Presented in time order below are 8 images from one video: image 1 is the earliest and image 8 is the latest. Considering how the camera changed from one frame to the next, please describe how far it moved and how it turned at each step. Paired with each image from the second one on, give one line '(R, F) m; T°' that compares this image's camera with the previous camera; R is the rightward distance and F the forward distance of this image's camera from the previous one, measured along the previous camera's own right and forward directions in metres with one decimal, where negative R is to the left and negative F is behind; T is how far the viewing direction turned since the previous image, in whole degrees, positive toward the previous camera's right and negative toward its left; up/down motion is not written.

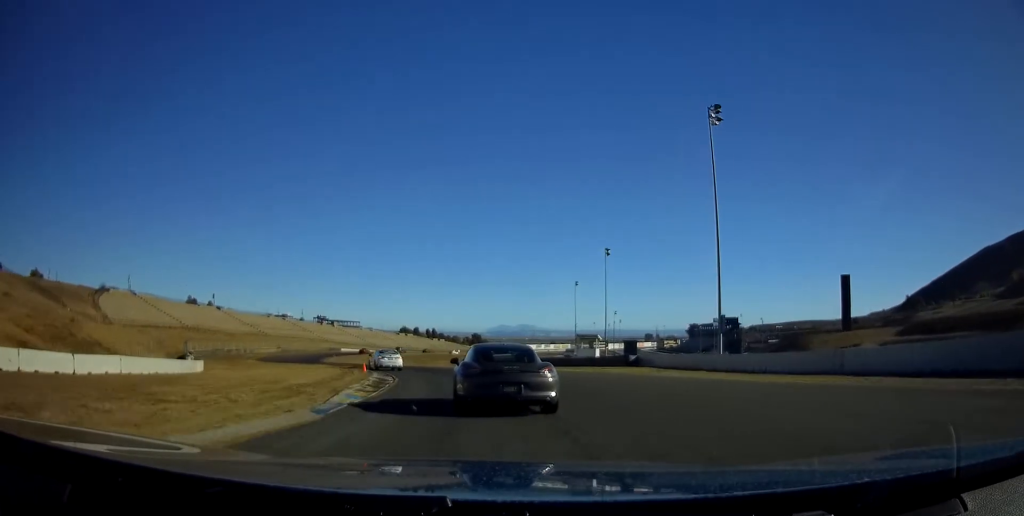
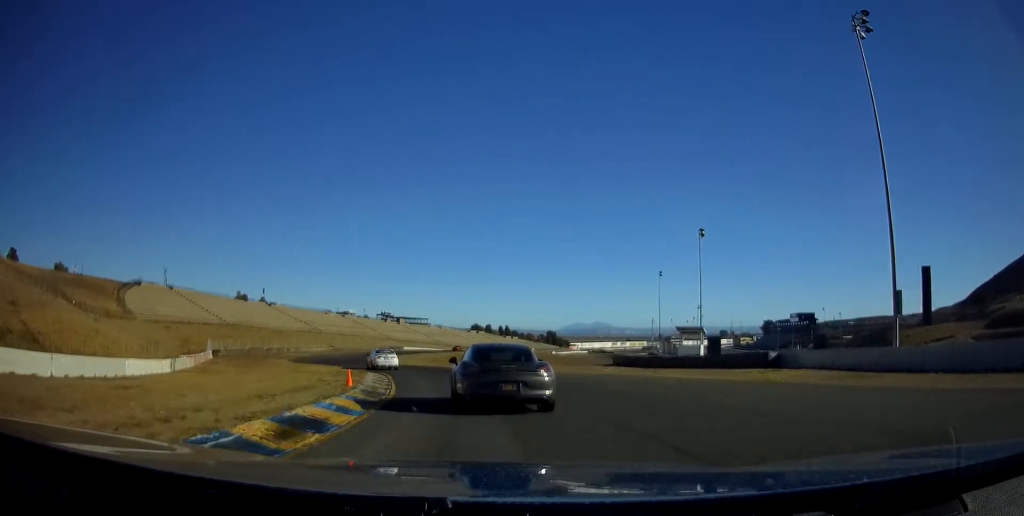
(-0.6, +16.6) m; -6°
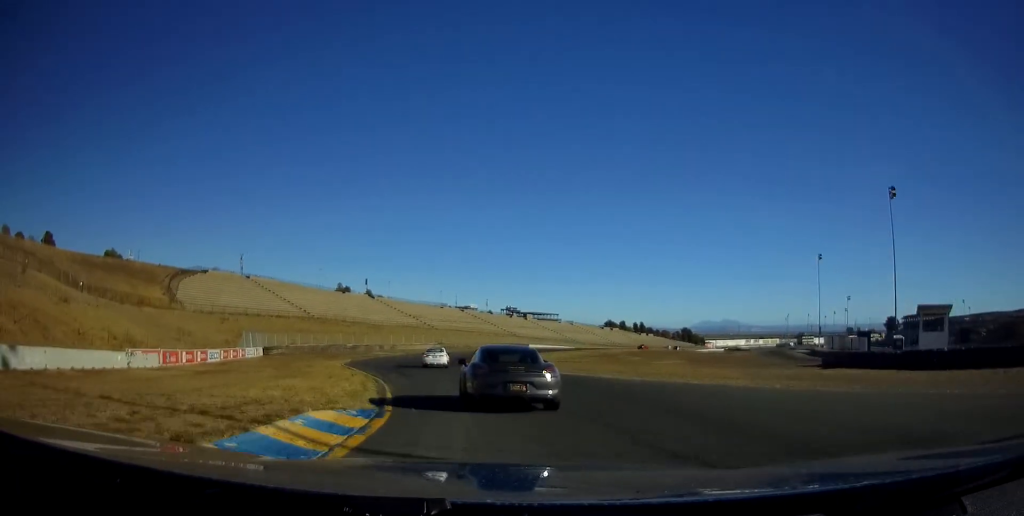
(-3.0, +25.2) m; -13°
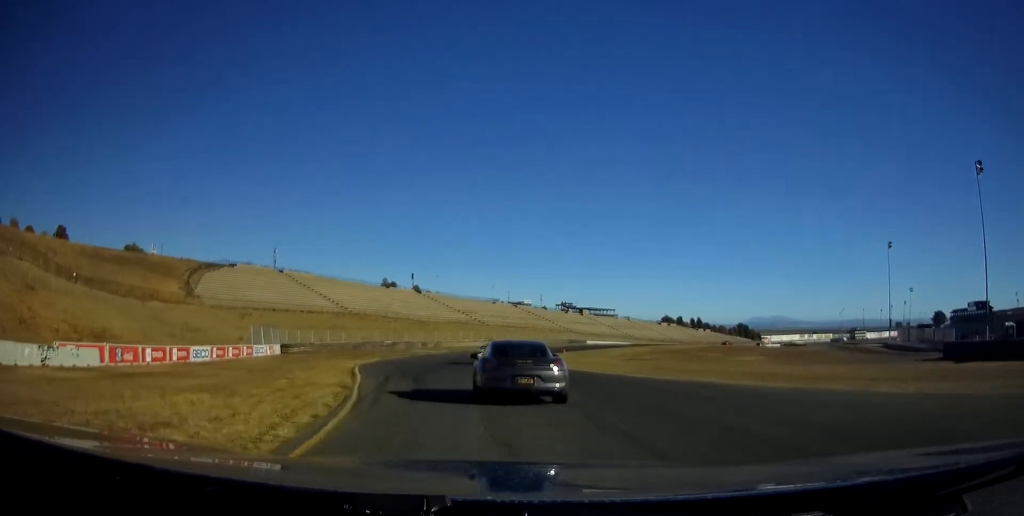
(-0.6, +11.1) m; -5°
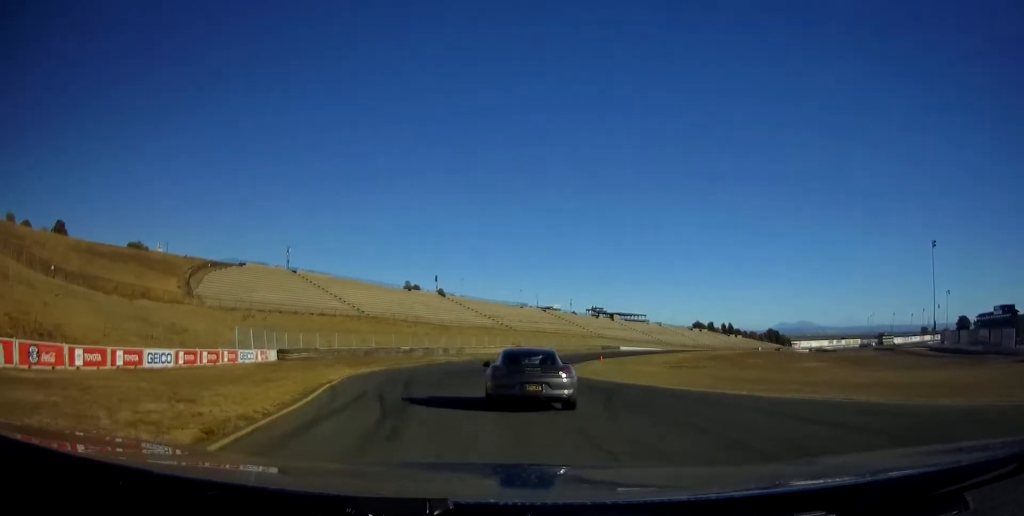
(-0.3, +9.1) m; 0°
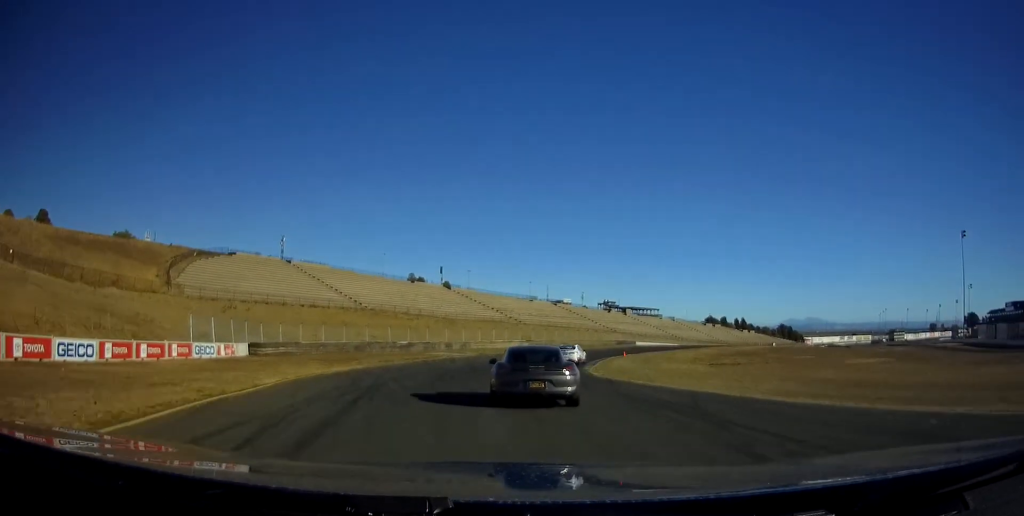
(-0.2, +9.1) m; 0°
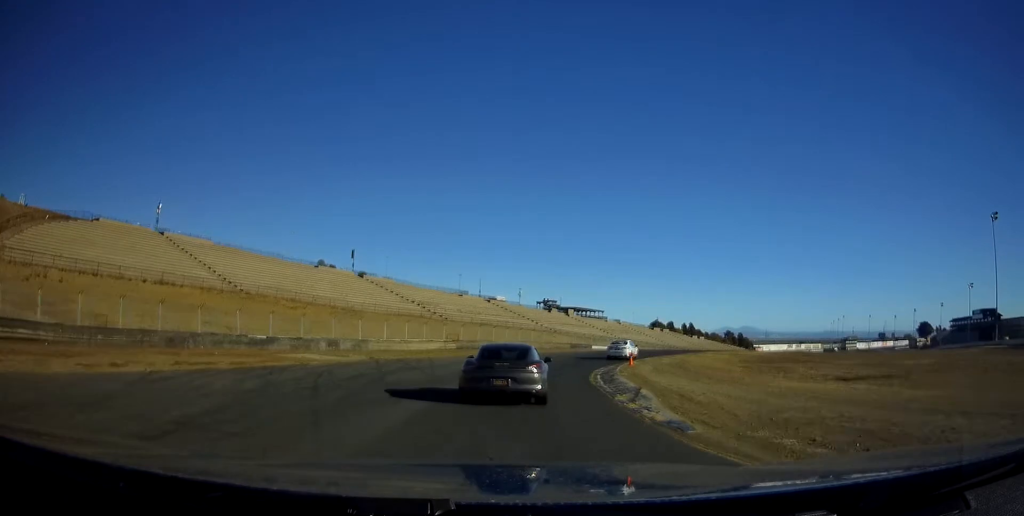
(+1.0, +28.9) m; +5°
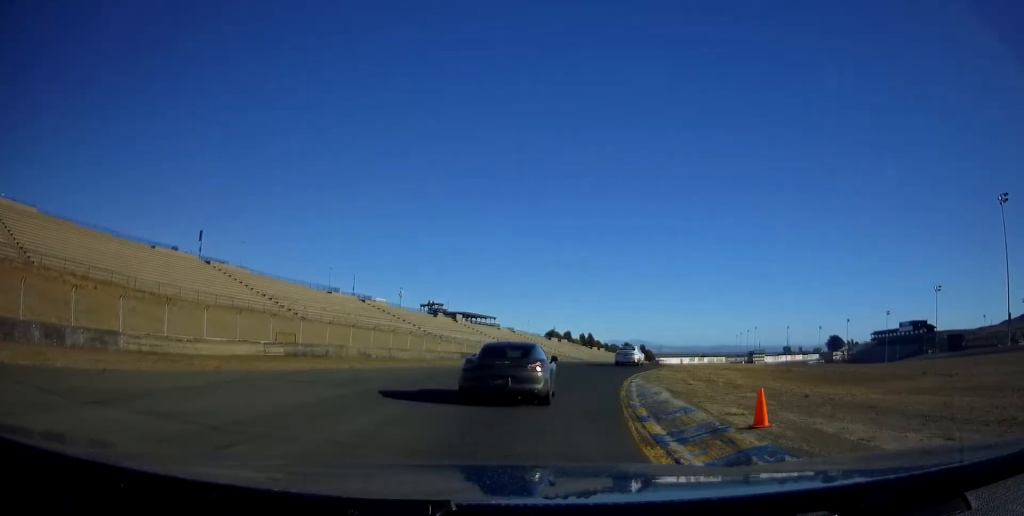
(+1.8, +26.5) m; +8°
